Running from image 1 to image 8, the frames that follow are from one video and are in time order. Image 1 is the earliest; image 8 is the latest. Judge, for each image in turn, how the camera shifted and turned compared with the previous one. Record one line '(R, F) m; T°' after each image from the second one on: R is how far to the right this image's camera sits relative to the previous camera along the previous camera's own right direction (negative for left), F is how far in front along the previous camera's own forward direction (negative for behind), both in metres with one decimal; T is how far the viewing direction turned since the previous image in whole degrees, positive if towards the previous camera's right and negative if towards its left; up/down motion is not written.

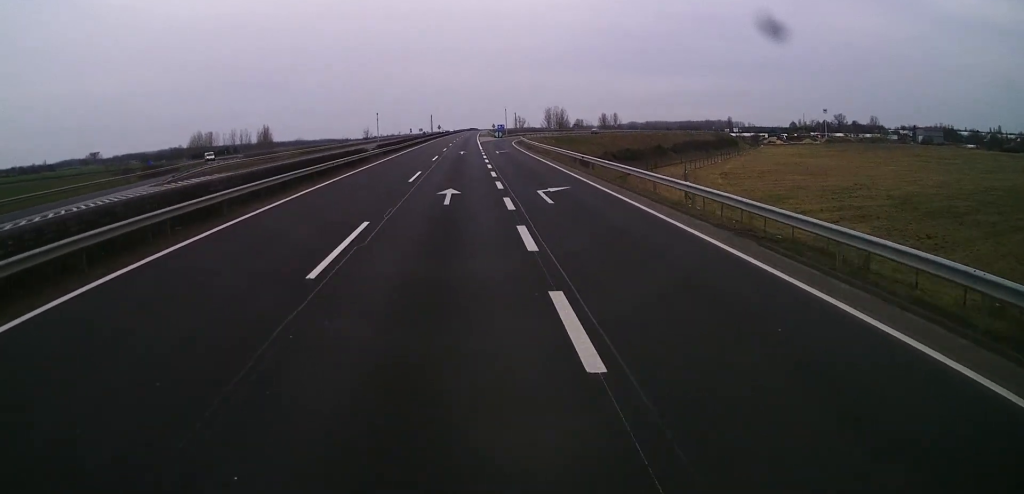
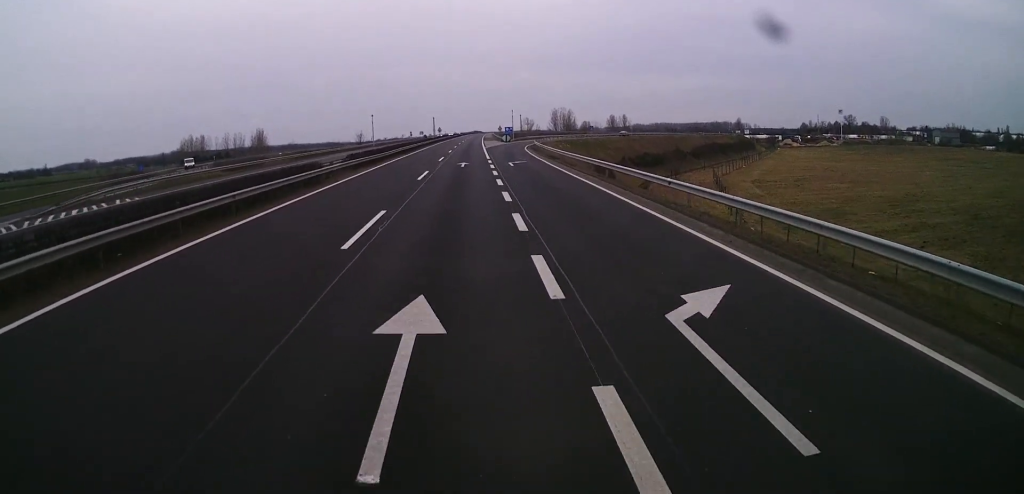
(0.0, +15.0) m; 0°
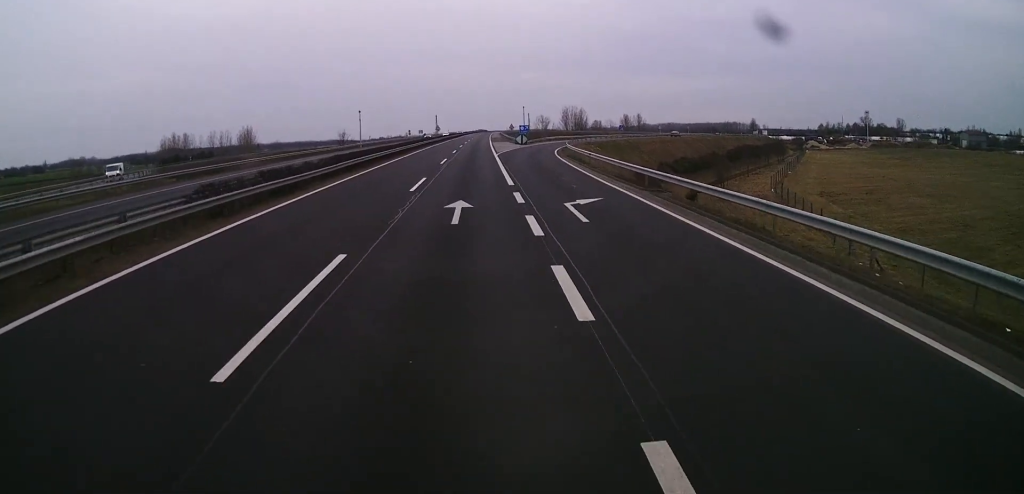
(+0.2, +24.8) m; 0°
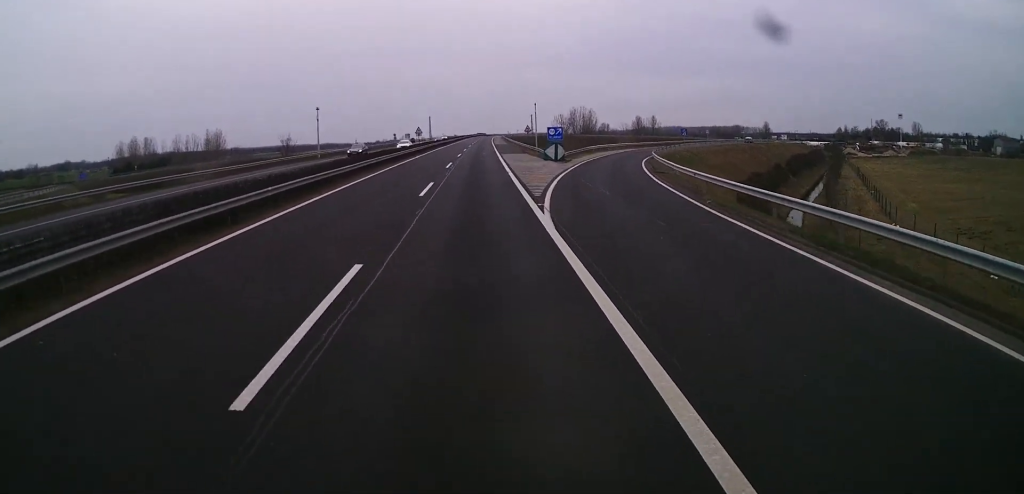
(-0.3, +36.6) m; -1°
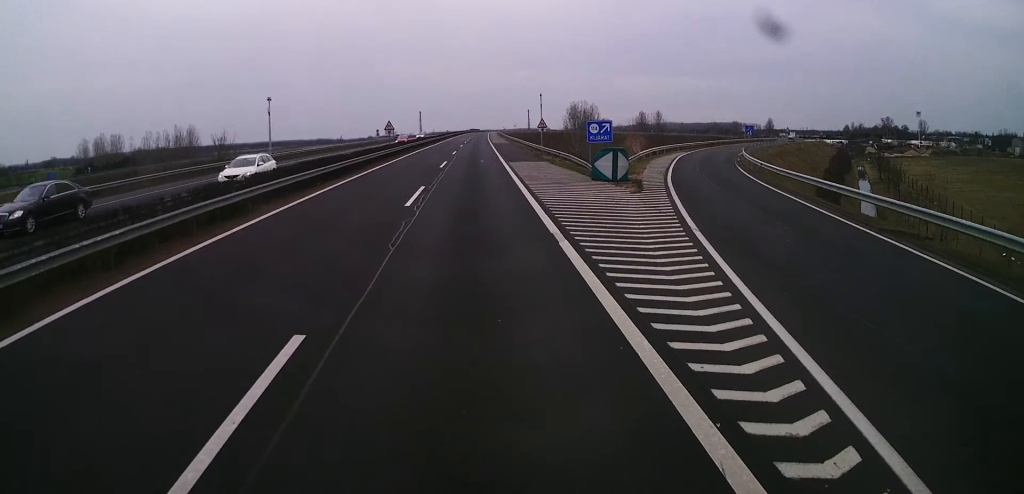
(0.0, +22.3) m; 0°
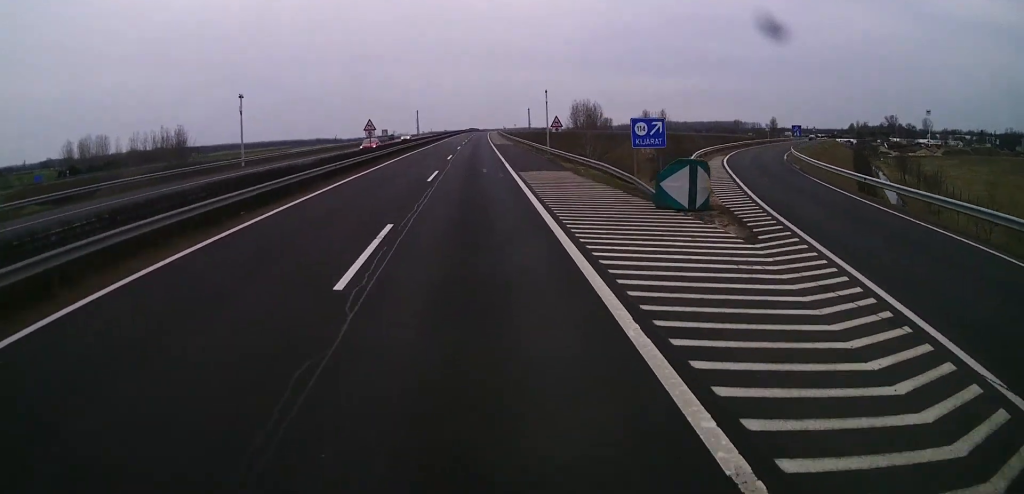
(0.0, +10.1) m; 0°
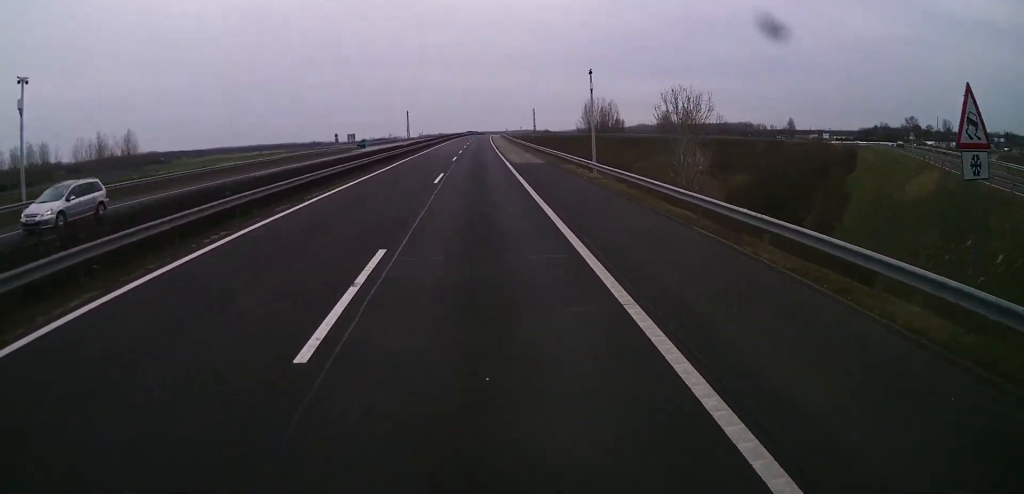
(+0.3, +40.2) m; 0°
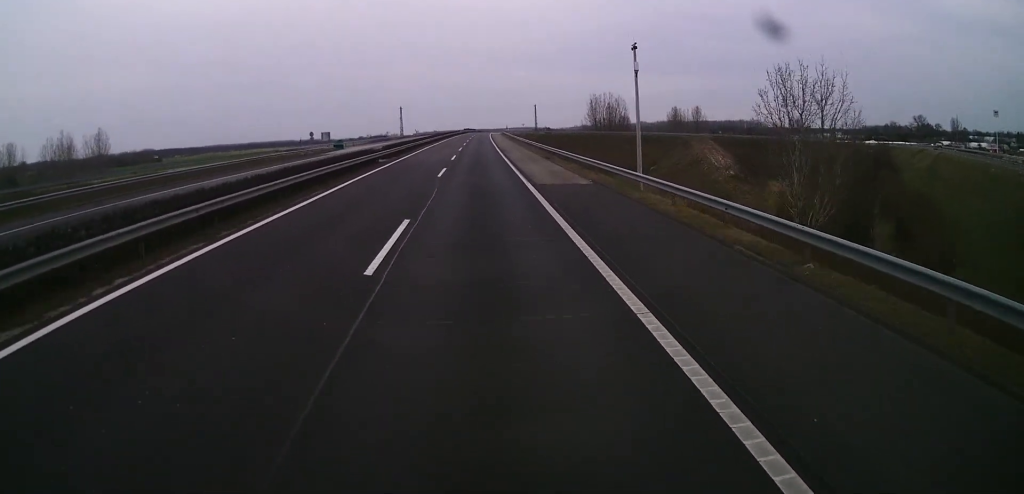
(-0.2, +18.5) m; 0°
